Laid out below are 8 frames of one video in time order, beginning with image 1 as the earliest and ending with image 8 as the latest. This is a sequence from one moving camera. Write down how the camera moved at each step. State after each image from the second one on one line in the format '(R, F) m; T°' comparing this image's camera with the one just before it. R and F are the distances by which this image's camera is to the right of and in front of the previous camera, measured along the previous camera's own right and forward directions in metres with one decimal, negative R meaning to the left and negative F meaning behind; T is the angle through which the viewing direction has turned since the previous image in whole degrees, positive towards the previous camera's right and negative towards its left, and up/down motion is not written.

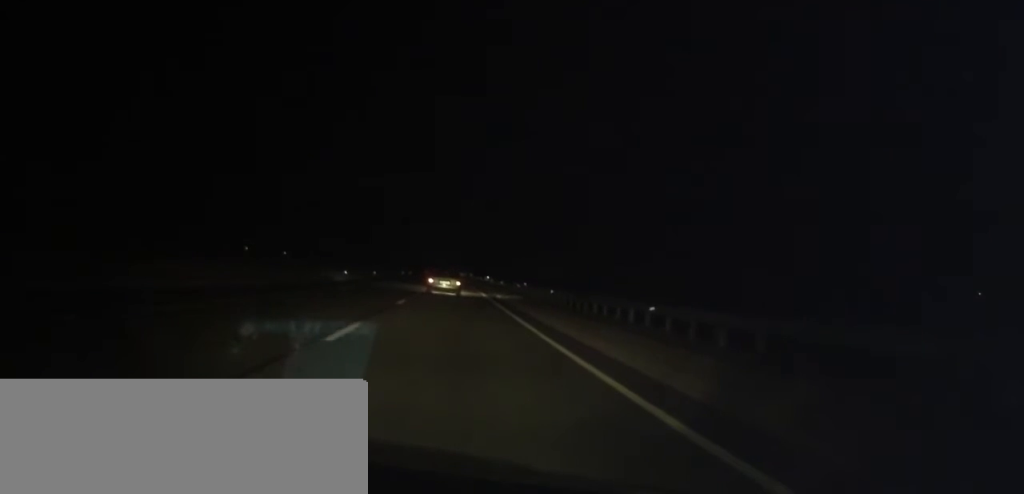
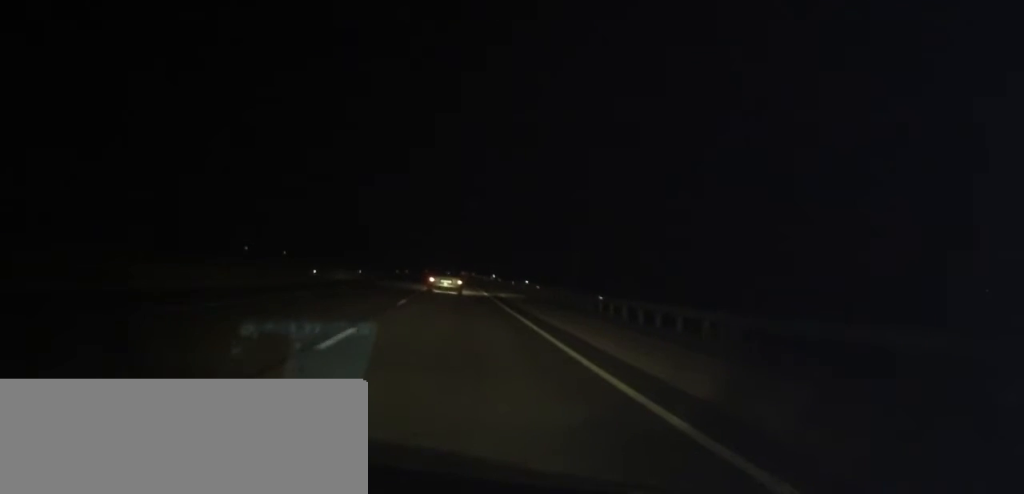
(0.0, +12.8) m; 0°
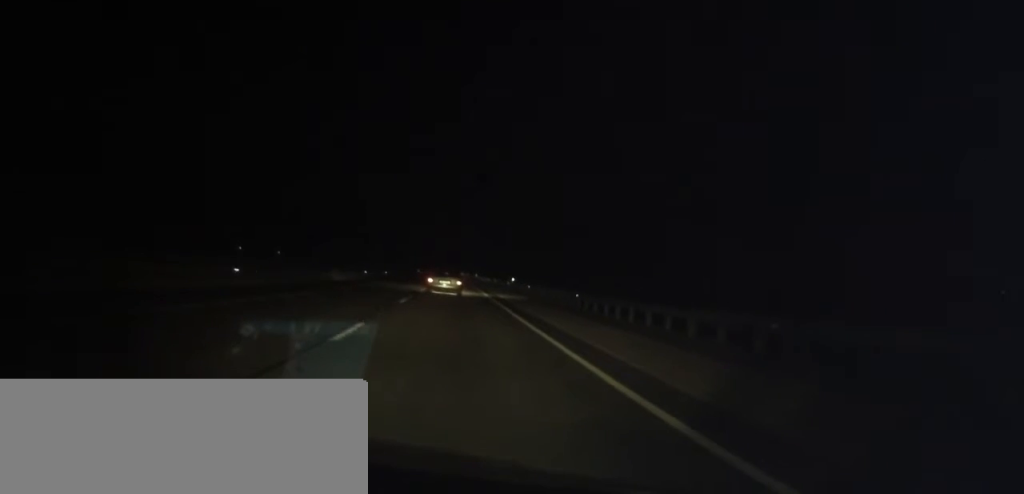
(0.0, +35.2) m; 0°
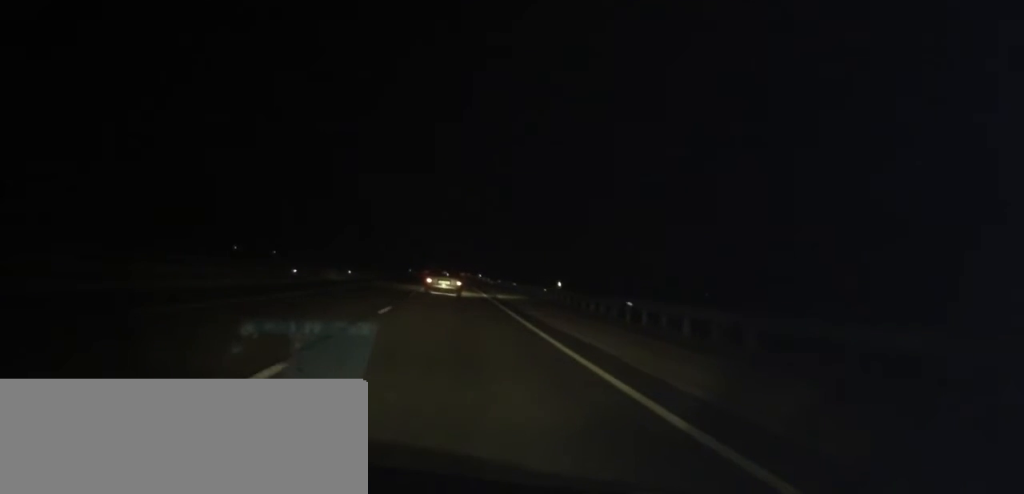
(-0.1, +29.5) m; 0°
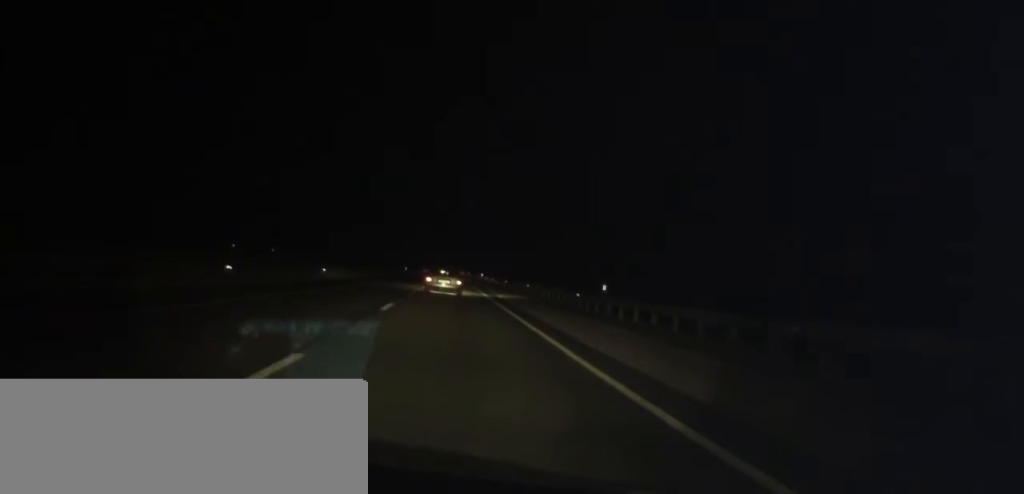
(+0.1, +11.2) m; 0°
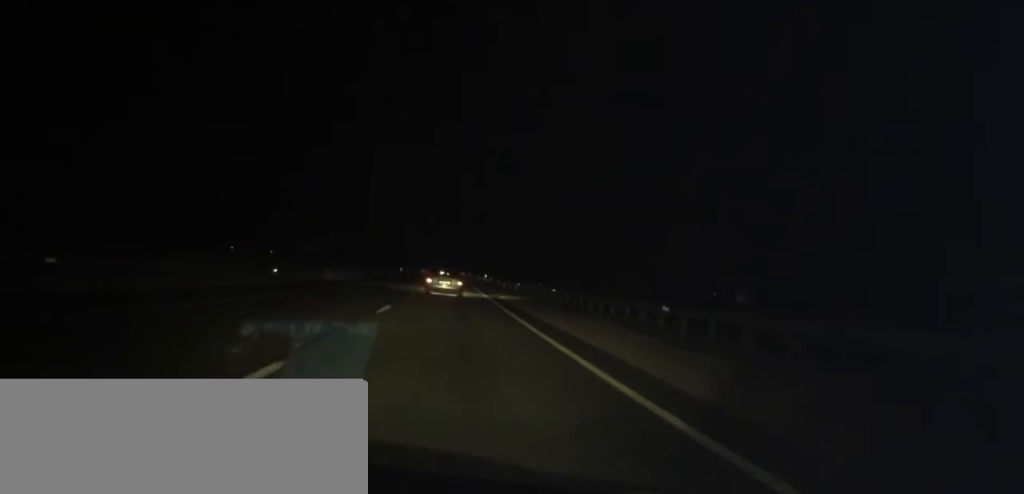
(+0.1, +12.8) m; 0°
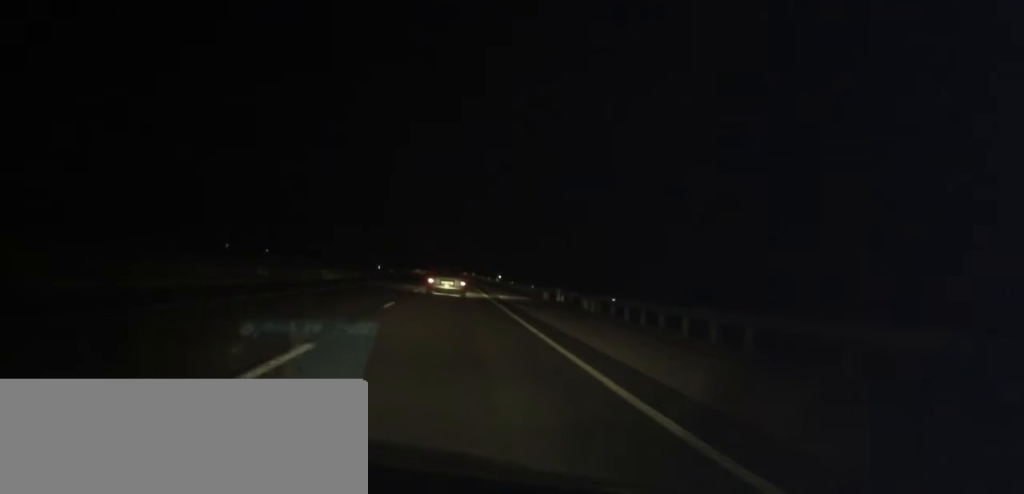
(-0.1, +34.3) m; 0°
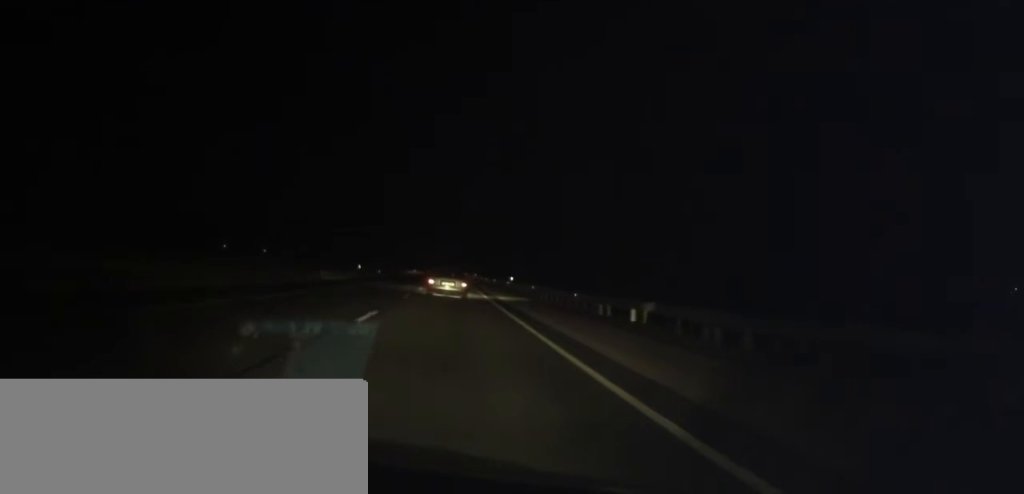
(+0.1, +16.8) m; 0°
